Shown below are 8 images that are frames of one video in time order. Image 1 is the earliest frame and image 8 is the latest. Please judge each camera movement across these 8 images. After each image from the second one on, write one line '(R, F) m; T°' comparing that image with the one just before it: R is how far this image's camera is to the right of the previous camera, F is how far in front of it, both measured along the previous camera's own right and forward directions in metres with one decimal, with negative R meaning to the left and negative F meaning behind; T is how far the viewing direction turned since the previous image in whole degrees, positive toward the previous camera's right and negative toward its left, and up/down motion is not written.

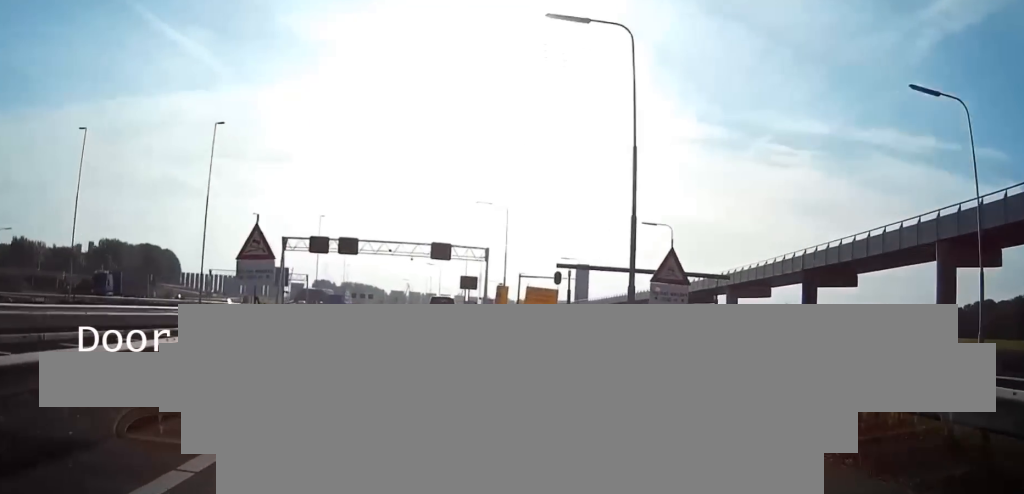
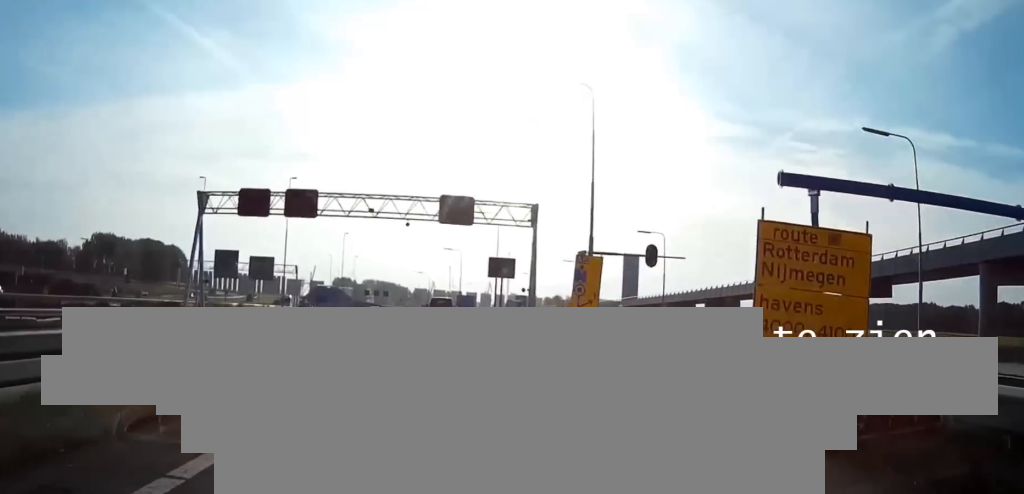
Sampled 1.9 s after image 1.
(-0.8, +35.8) m; -2°
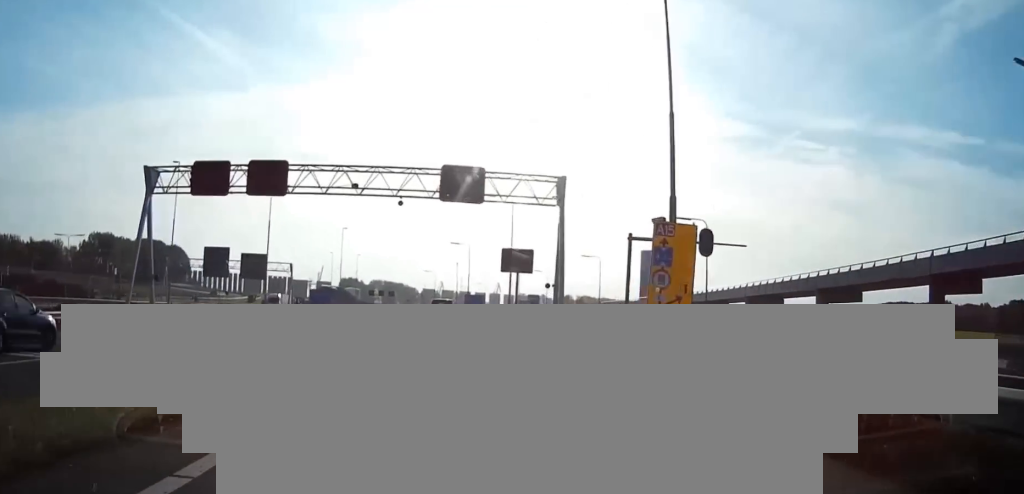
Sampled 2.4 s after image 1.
(-0.1, +10.9) m; 0°
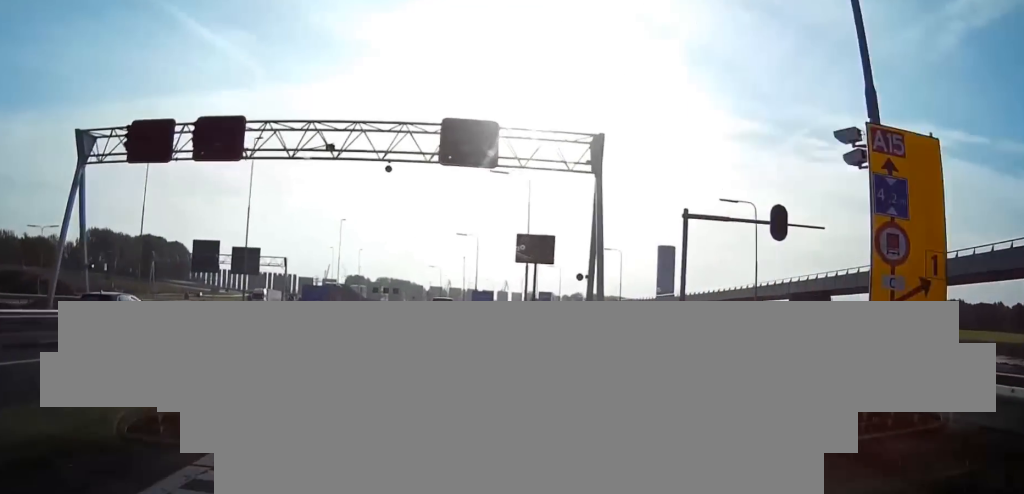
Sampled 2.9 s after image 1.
(0.0, +9.7) m; 0°
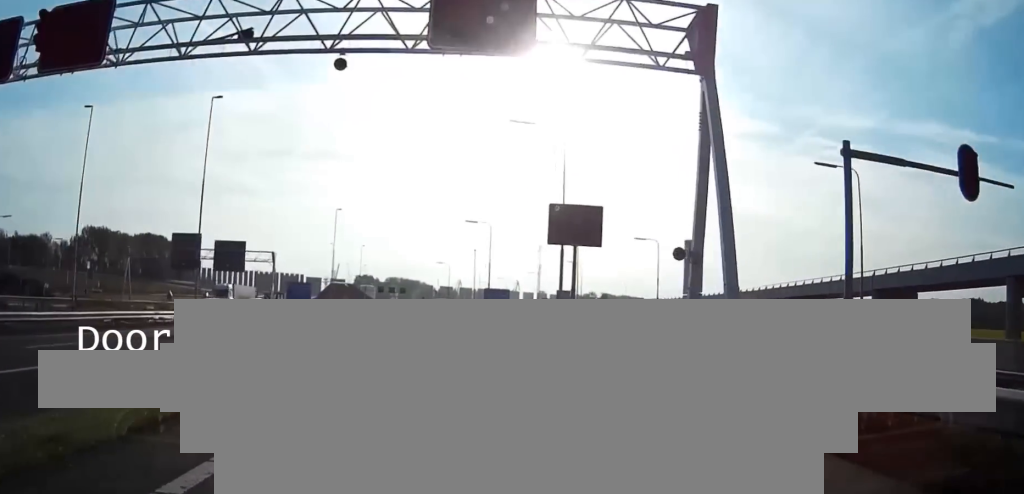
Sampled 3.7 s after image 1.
(-0.1, +14.2) m; -1°
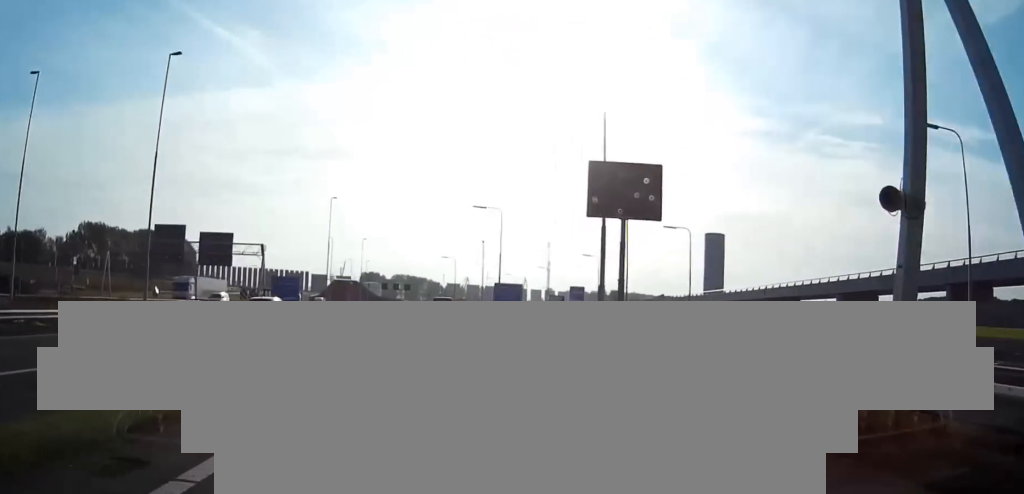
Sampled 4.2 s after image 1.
(0.0, +9.7) m; -1°
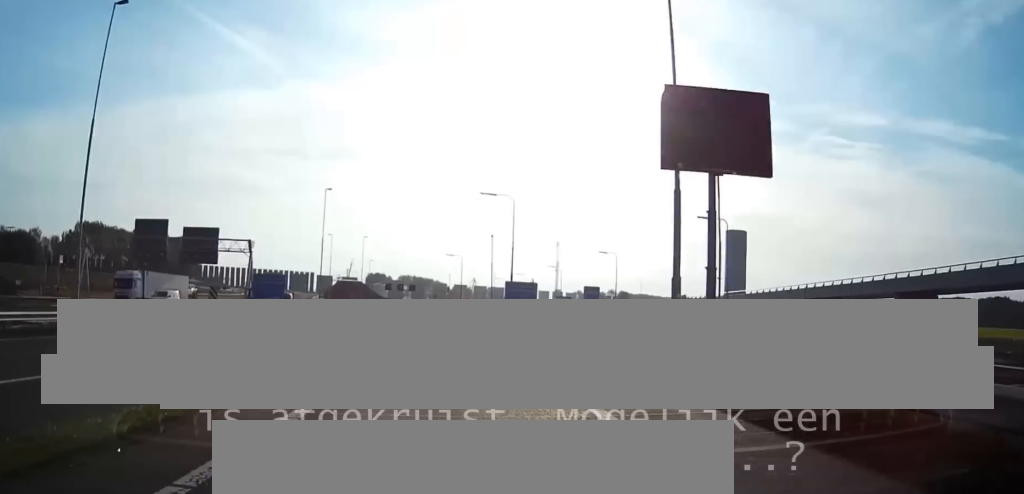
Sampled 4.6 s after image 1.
(-0.1, +9.0) m; 0°
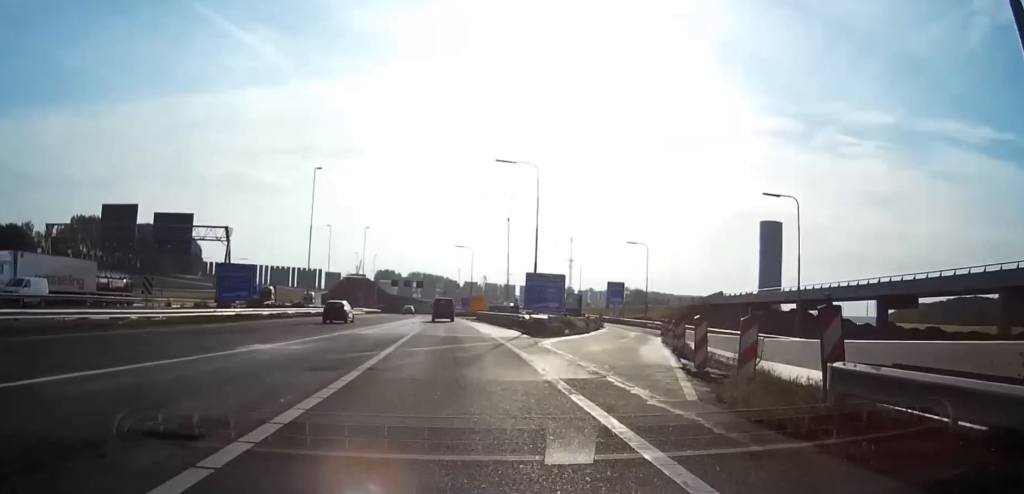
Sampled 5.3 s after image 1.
(-0.1, +12.9) m; -1°
